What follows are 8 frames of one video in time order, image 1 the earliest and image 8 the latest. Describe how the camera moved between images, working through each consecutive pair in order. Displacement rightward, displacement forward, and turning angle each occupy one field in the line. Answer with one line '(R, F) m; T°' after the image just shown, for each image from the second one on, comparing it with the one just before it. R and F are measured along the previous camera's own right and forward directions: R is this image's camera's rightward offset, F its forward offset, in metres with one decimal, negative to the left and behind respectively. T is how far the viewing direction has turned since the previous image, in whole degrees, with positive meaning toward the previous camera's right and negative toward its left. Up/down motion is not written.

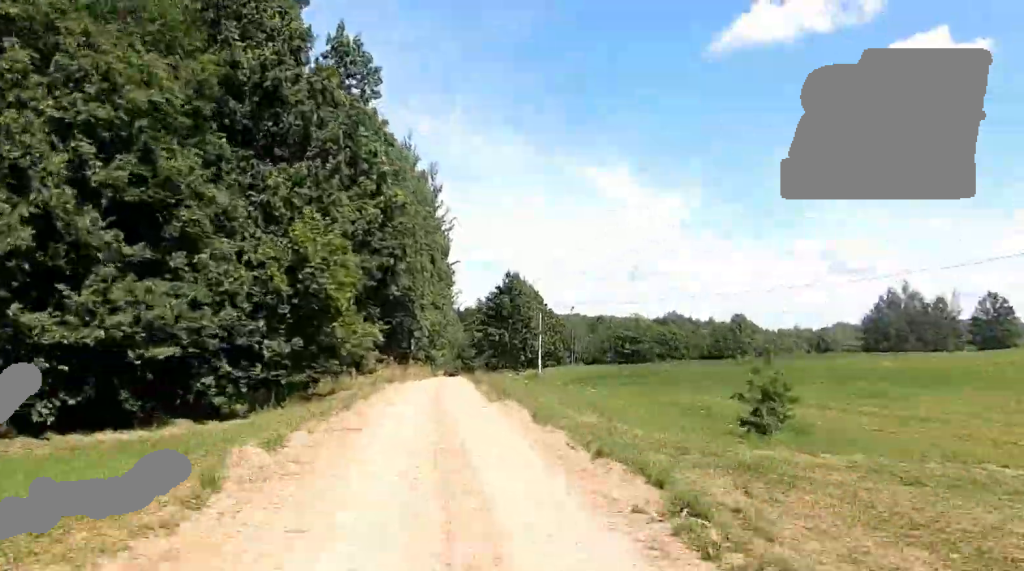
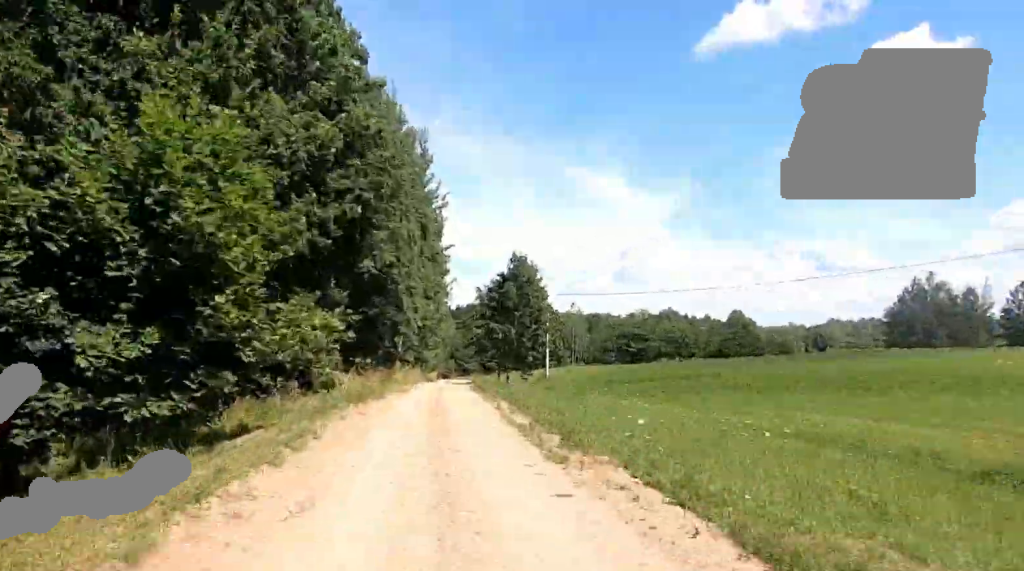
(0.0, +9.5) m; 0°
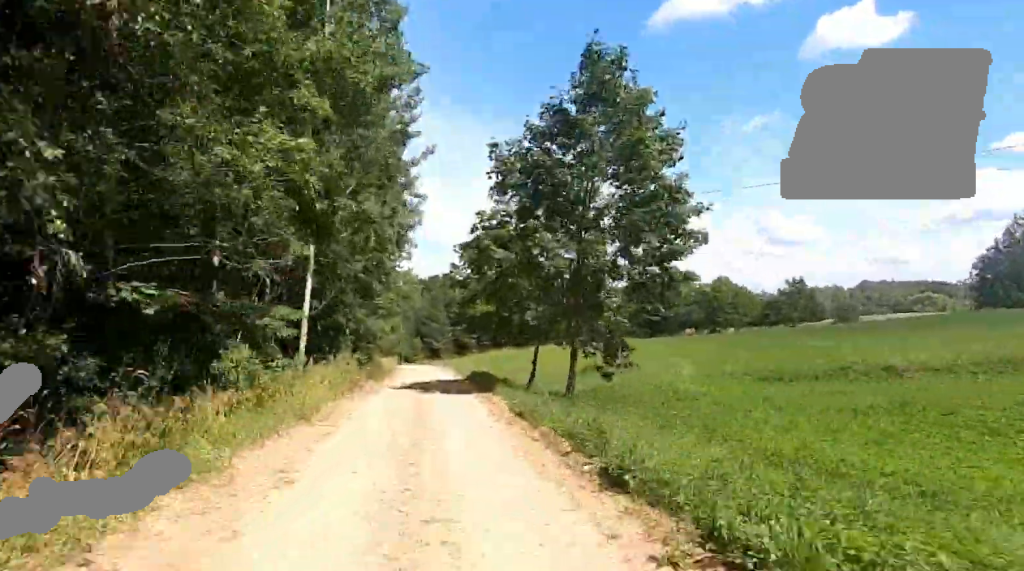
(0.0, +29.5) m; 0°
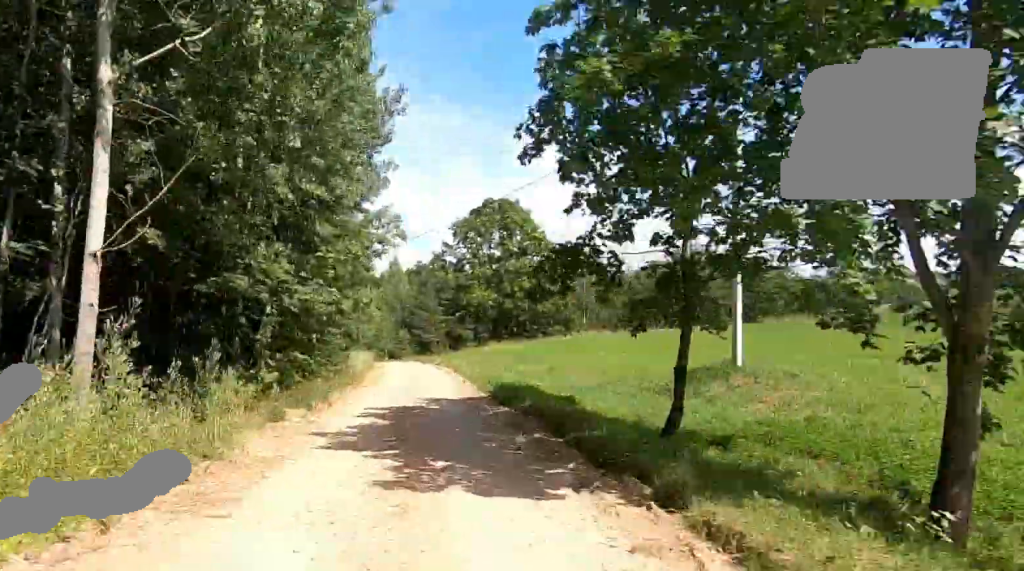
(0.0, +14.3) m; 0°
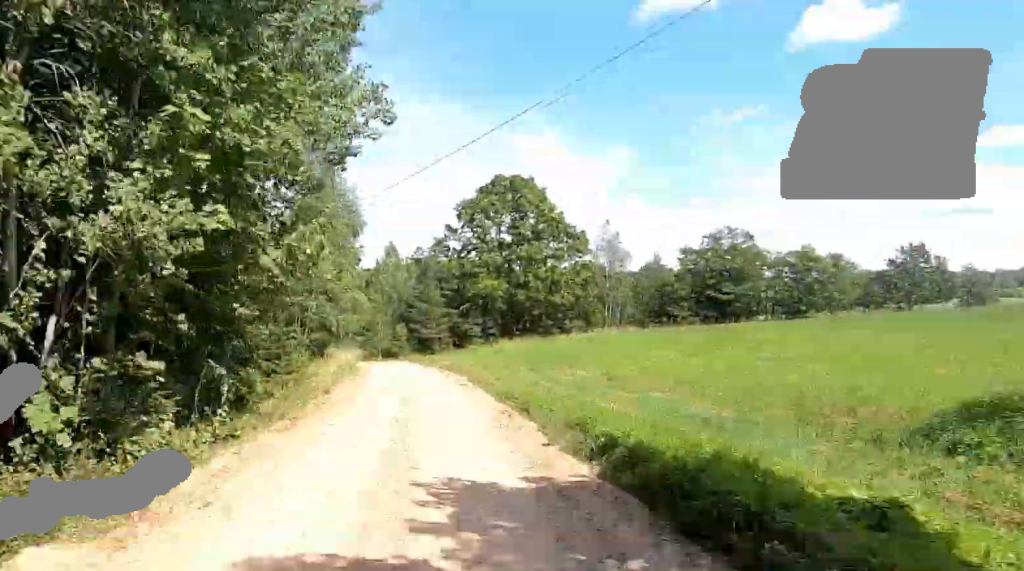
(0.0, +10.5) m; 0°
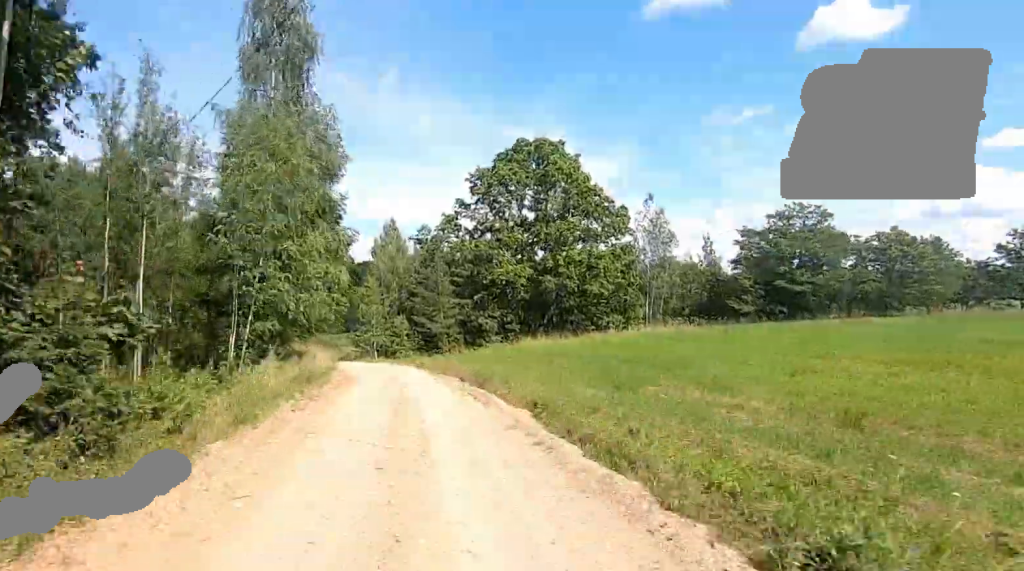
(0.0, +12.5) m; 0°
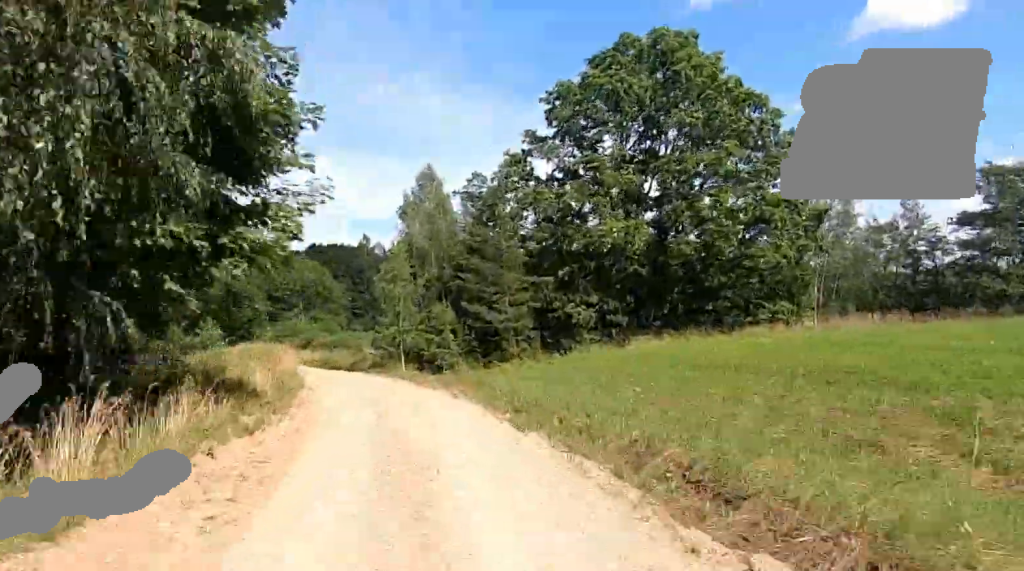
(0.0, +22.0) m; 0°
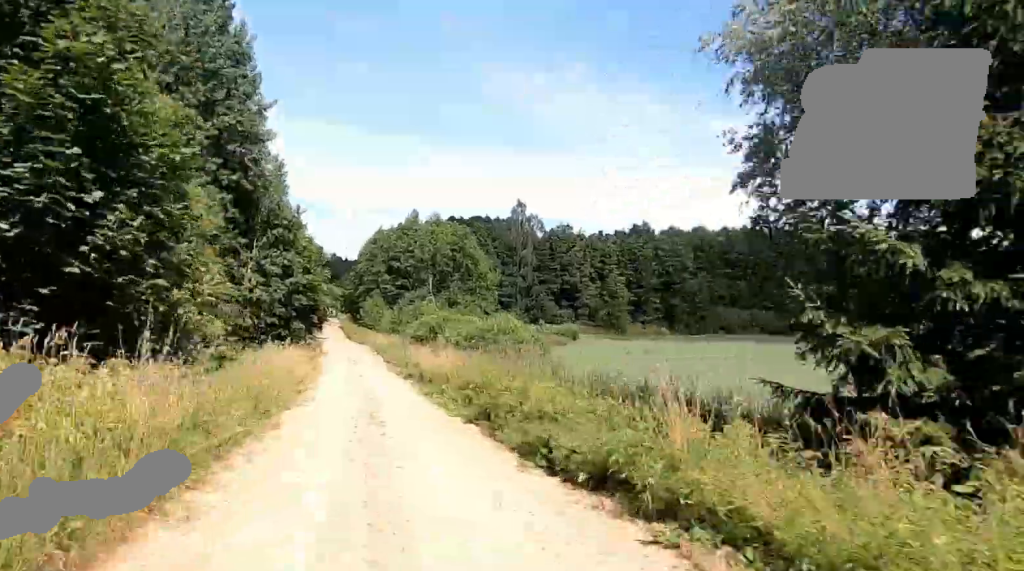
(0.0, +41.3) m; 0°
